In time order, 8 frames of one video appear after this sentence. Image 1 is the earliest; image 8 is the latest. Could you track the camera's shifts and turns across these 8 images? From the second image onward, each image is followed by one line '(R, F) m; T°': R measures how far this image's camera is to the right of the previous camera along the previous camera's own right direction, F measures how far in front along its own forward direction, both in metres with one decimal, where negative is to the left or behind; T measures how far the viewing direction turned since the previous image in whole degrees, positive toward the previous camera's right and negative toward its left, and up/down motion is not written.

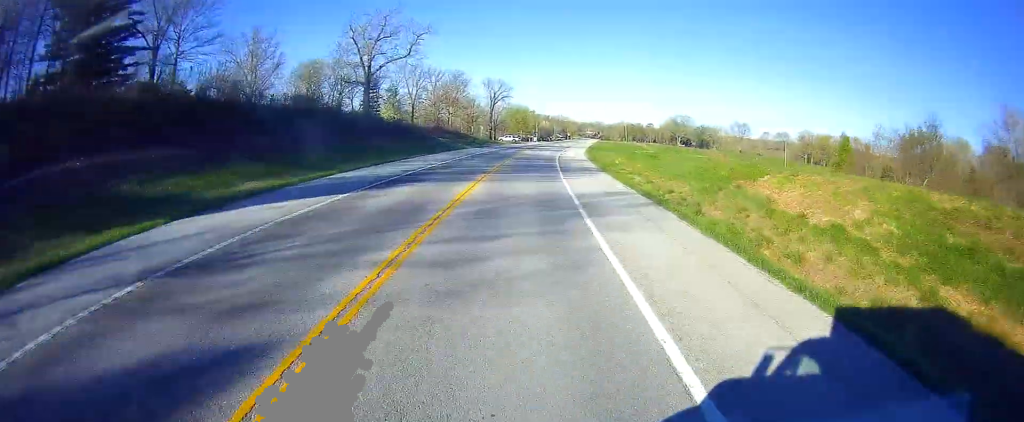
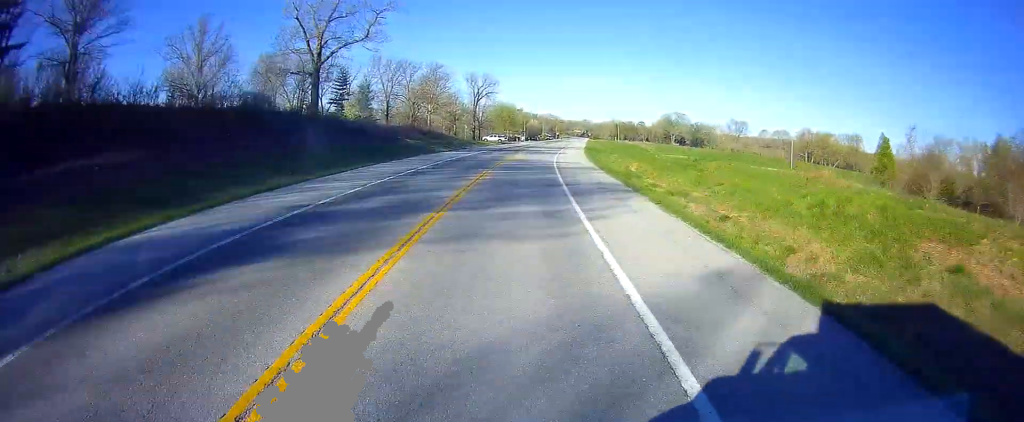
(+0.4, +14.4) m; +2°
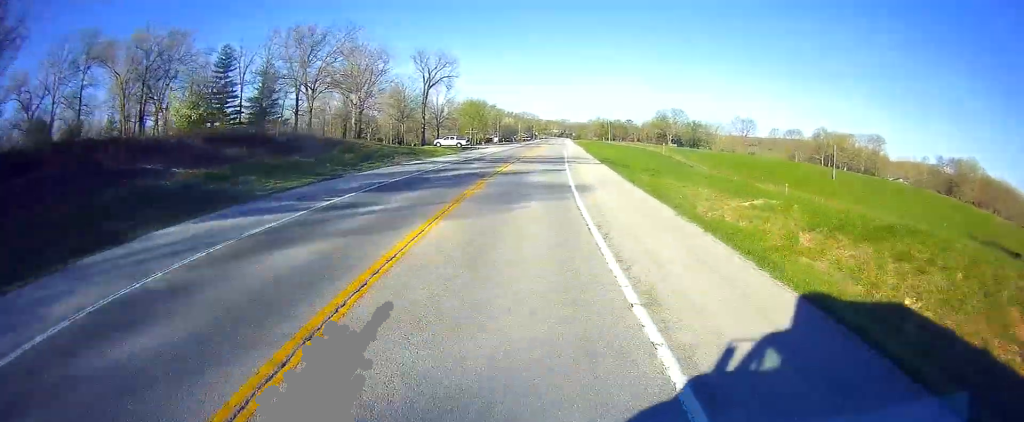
(+1.1, +42.0) m; +3°
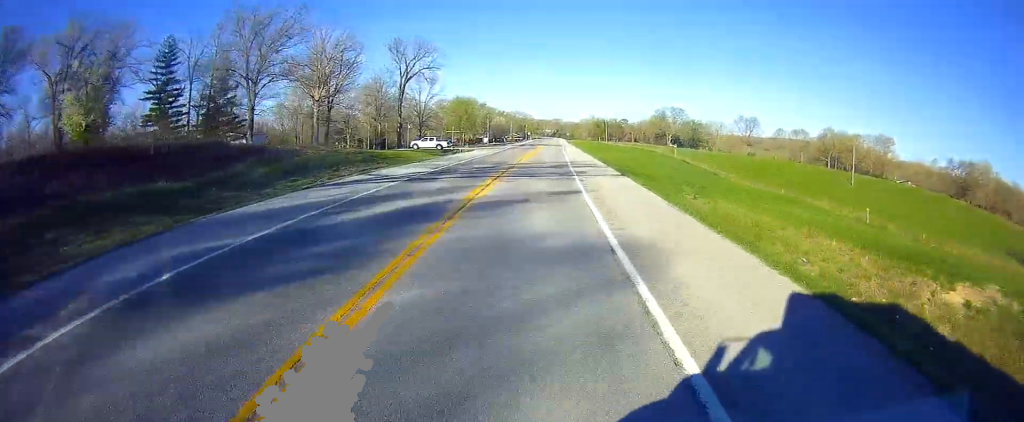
(+0.3, +13.4) m; +1°
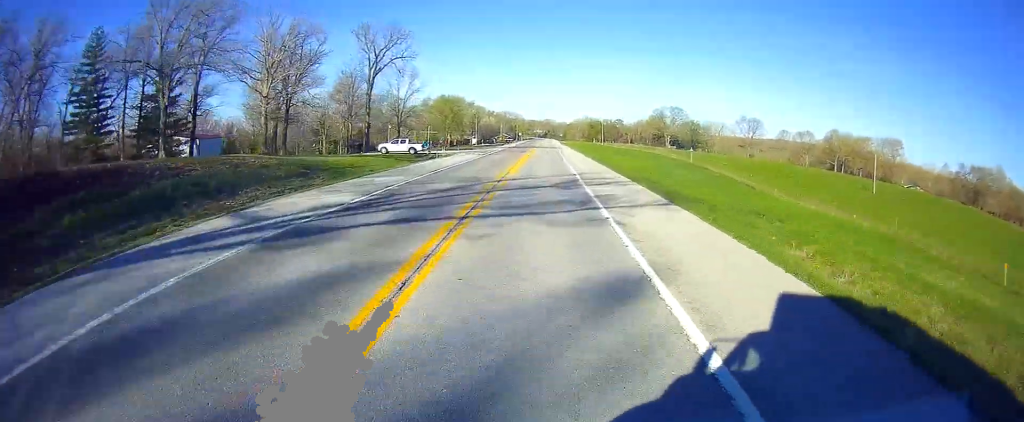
(0.0, +13.4) m; +1°
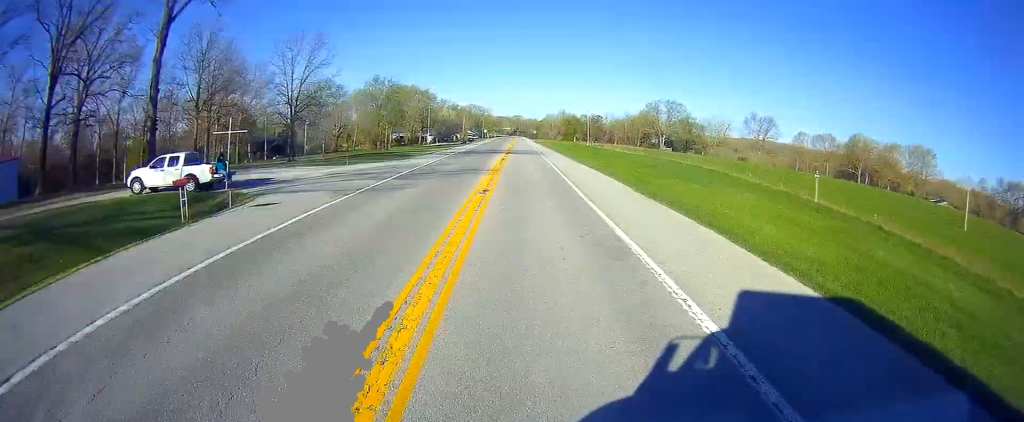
(+0.9, +41.2) m; +1°
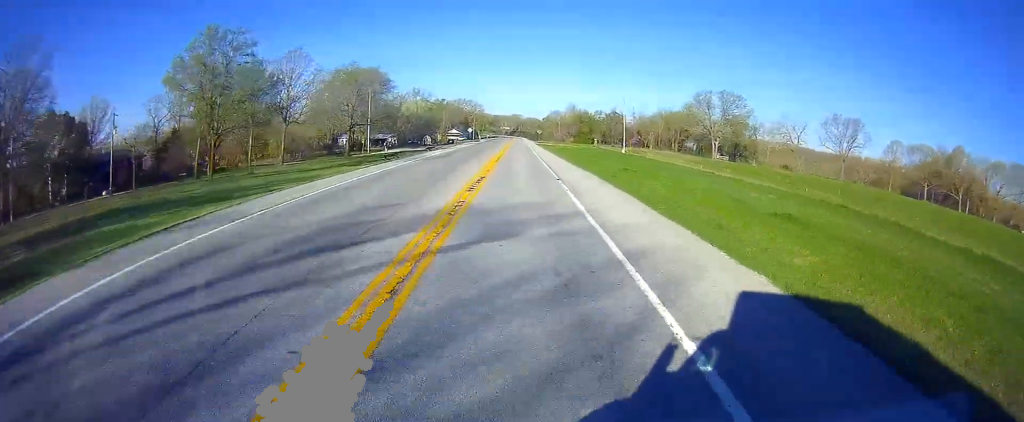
(-0.4, +58.7) m; 0°
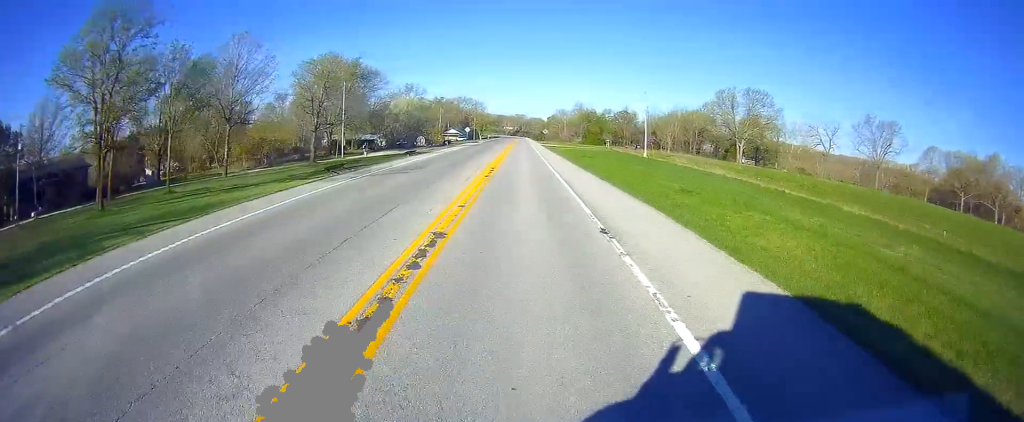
(+0.1, +15.4) m; 0°
